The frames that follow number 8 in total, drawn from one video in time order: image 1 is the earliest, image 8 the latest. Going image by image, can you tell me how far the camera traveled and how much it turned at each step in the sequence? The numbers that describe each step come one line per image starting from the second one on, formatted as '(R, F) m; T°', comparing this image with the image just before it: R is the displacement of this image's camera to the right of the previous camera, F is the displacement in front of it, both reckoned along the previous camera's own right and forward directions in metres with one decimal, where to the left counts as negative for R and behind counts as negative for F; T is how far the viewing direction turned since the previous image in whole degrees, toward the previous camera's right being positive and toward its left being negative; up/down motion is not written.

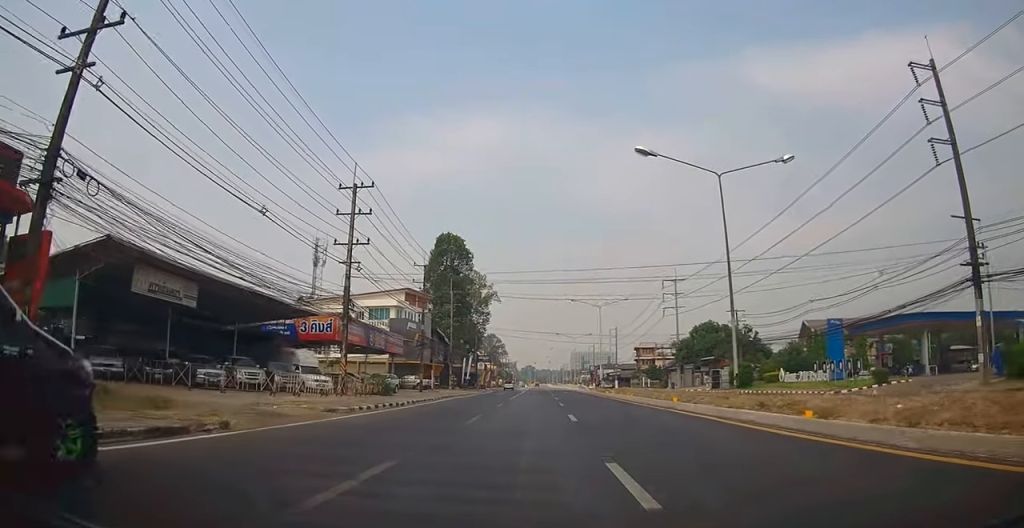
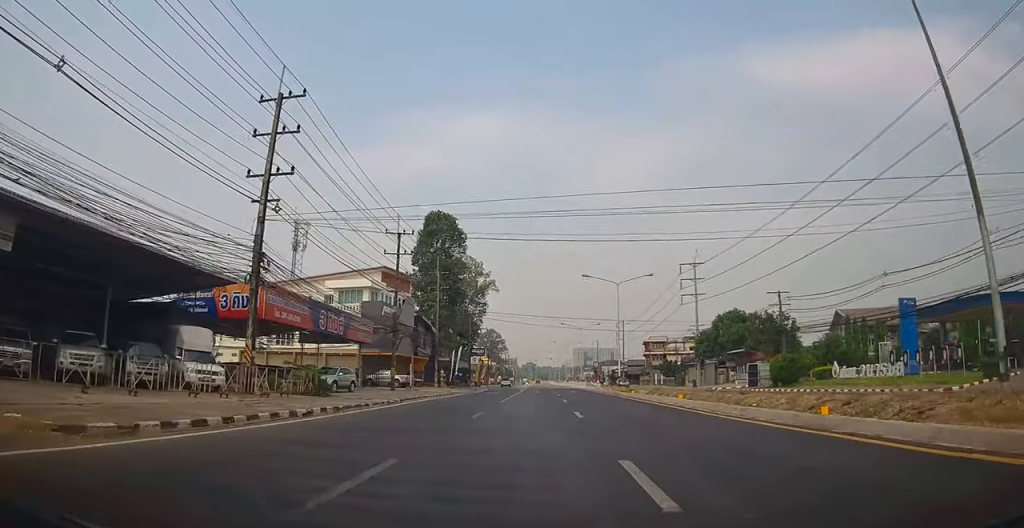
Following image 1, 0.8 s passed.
(0.0, +12.3) m; 0°
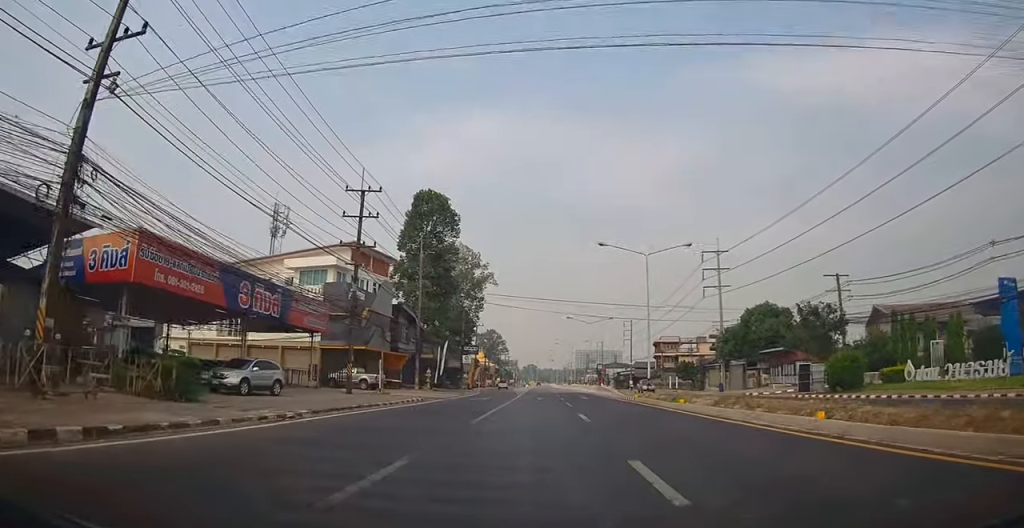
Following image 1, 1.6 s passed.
(+0.1, +11.7) m; -1°
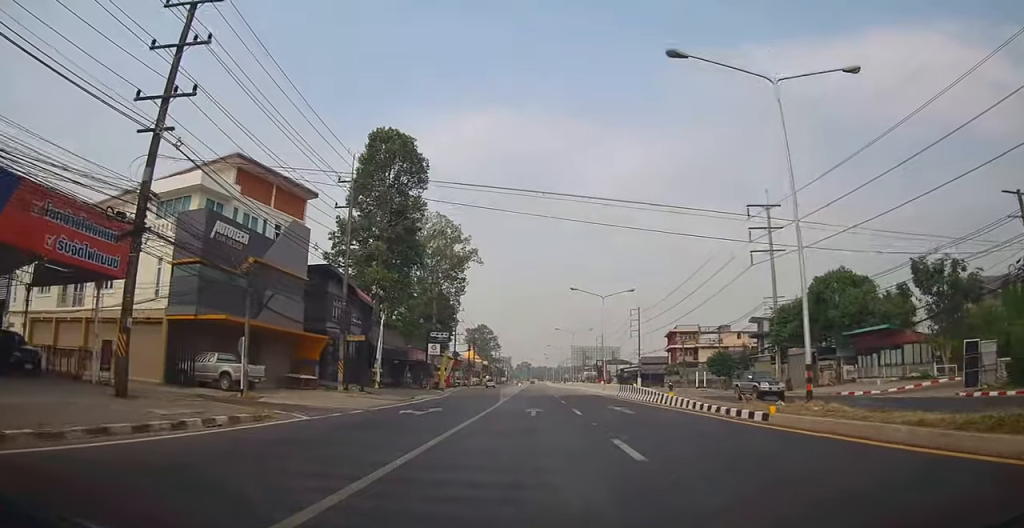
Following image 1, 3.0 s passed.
(-0.6, +21.2) m; -1°
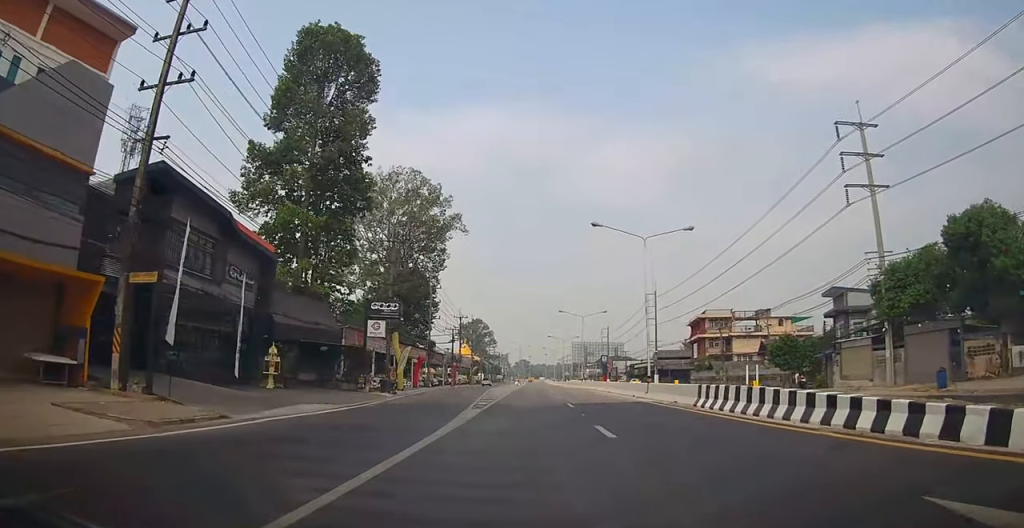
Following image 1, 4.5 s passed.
(+0.2, +21.1) m; +1°
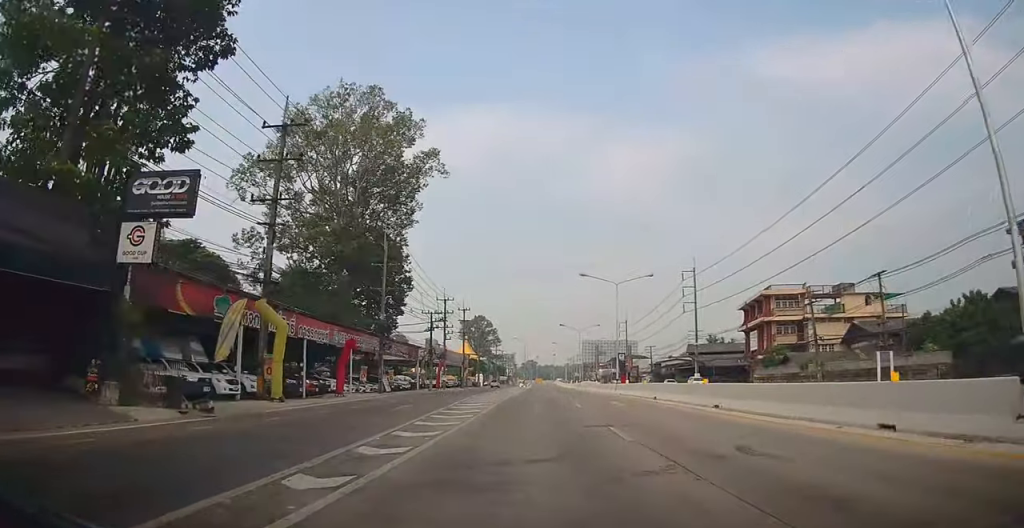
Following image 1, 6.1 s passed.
(-0.2, +25.4) m; -2°
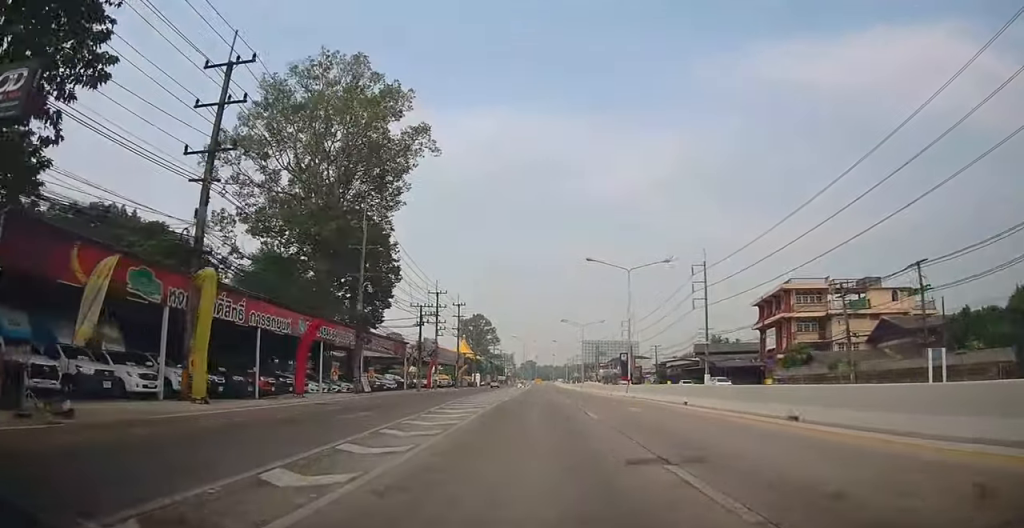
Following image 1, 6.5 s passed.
(-0.1, +6.2) m; -1°
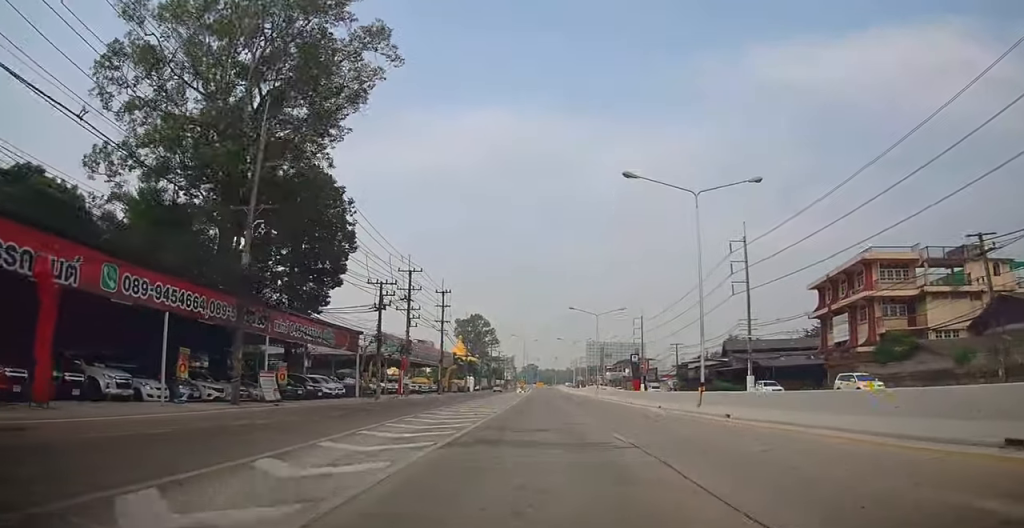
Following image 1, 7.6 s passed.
(-0.2, +17.4) m; -1°
